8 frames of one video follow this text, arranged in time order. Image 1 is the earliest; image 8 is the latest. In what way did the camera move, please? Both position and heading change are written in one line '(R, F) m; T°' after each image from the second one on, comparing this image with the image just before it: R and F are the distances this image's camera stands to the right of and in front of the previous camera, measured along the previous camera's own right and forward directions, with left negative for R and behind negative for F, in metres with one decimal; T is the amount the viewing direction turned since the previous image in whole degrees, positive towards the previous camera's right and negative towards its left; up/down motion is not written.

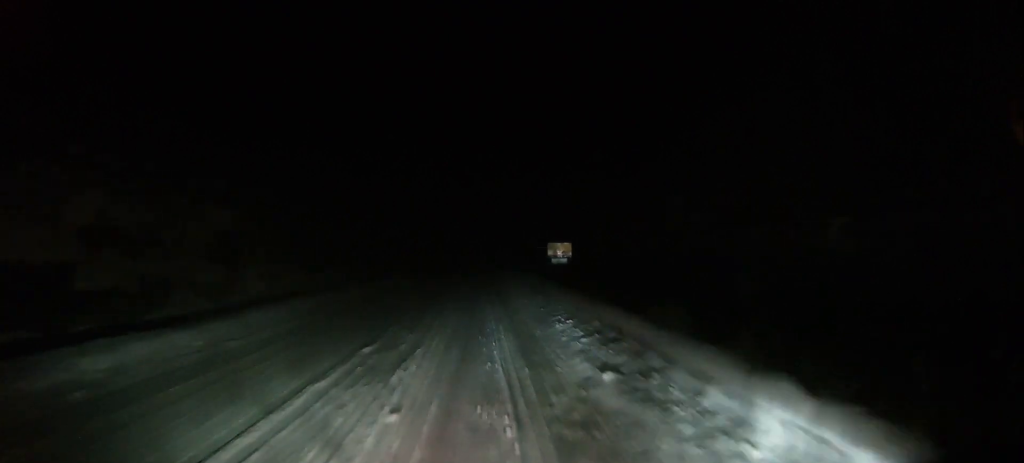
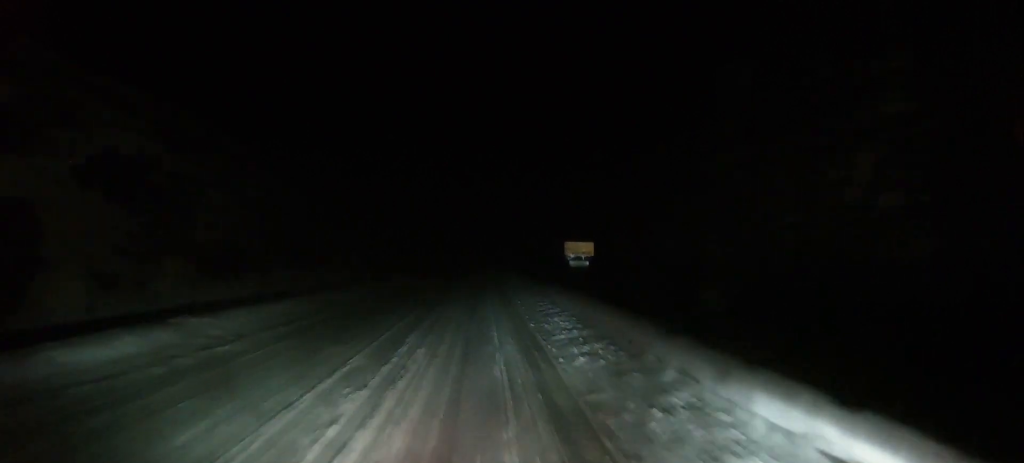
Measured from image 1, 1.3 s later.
(-0.4, +18.1) m; 0°
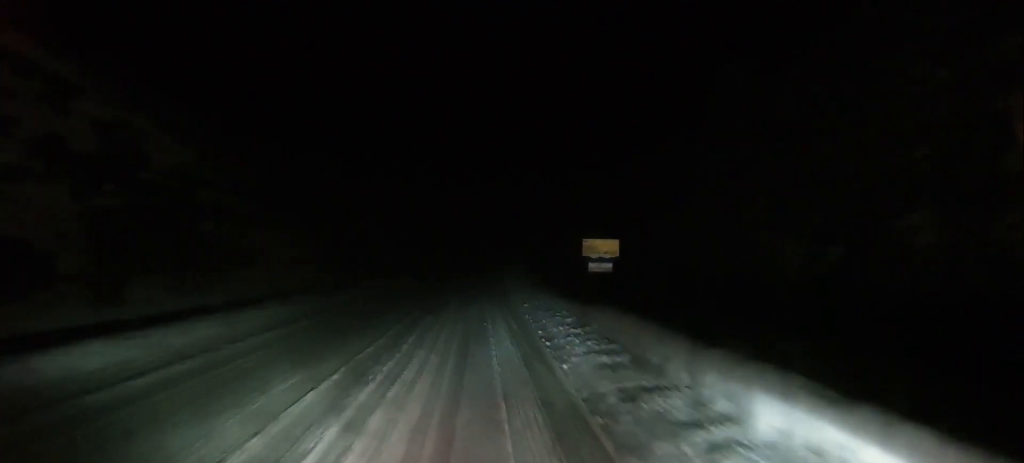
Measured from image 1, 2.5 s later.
(+0.3, +17.1) m; 0°
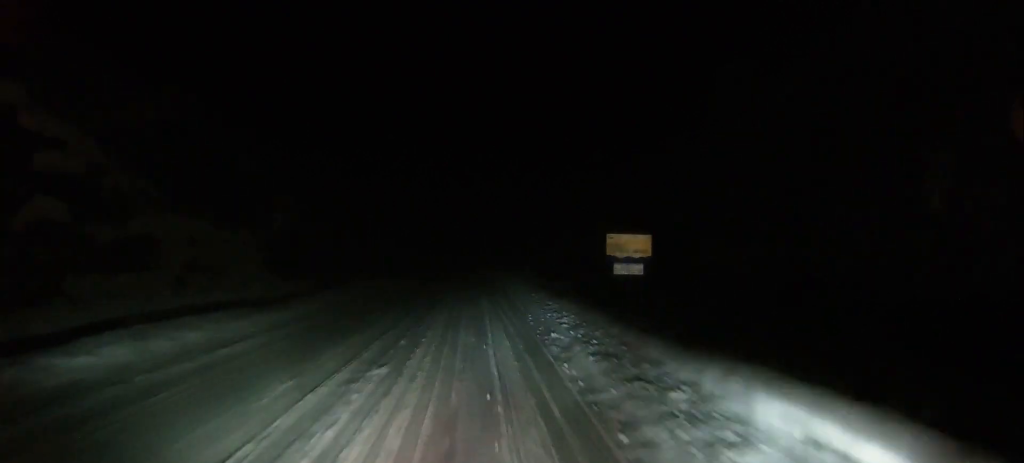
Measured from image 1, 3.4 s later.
(-0.2, +12.8) m; 0°
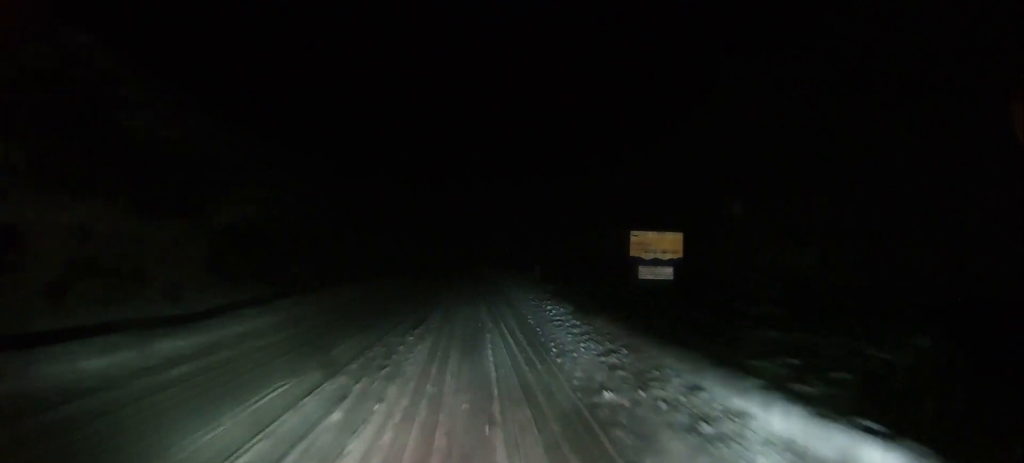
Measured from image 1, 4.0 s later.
(+0.2, +8.6) m; 0°
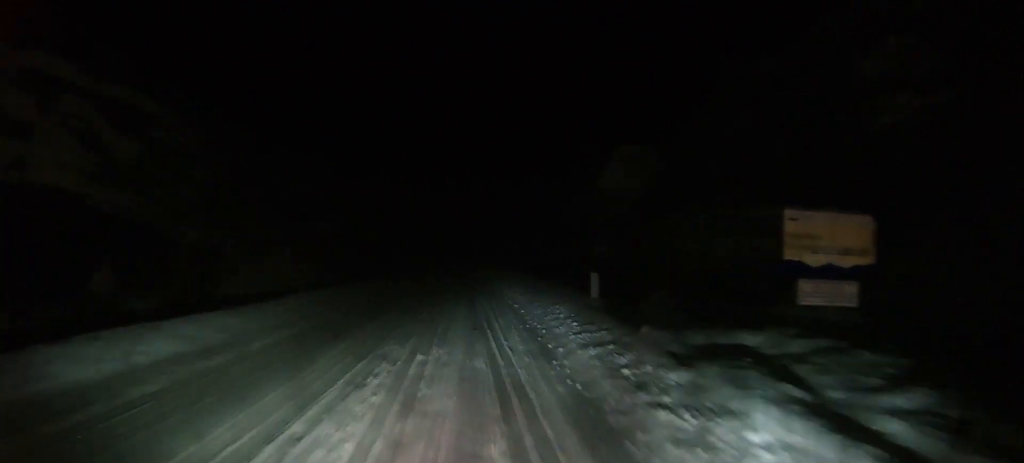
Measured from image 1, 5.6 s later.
(0.0, +23.4) m; 0°
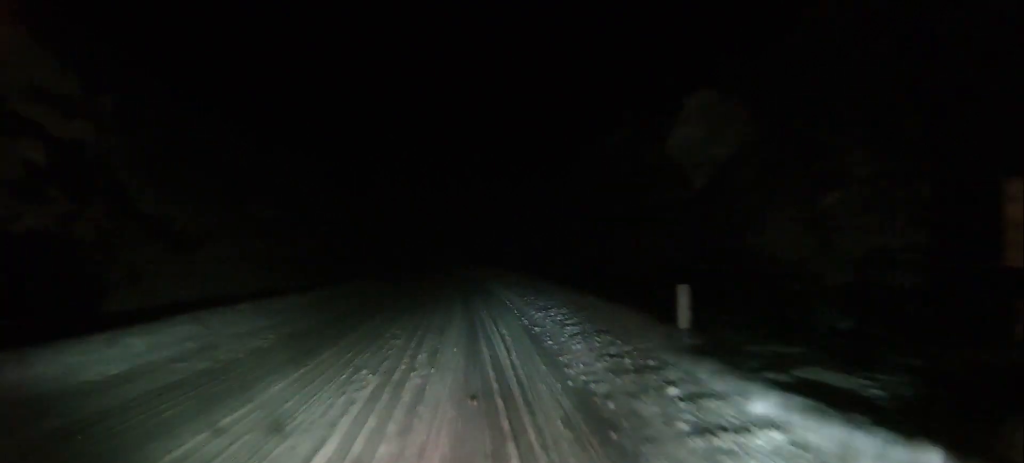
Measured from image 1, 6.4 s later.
(+0.1, +10.8) m; -1°
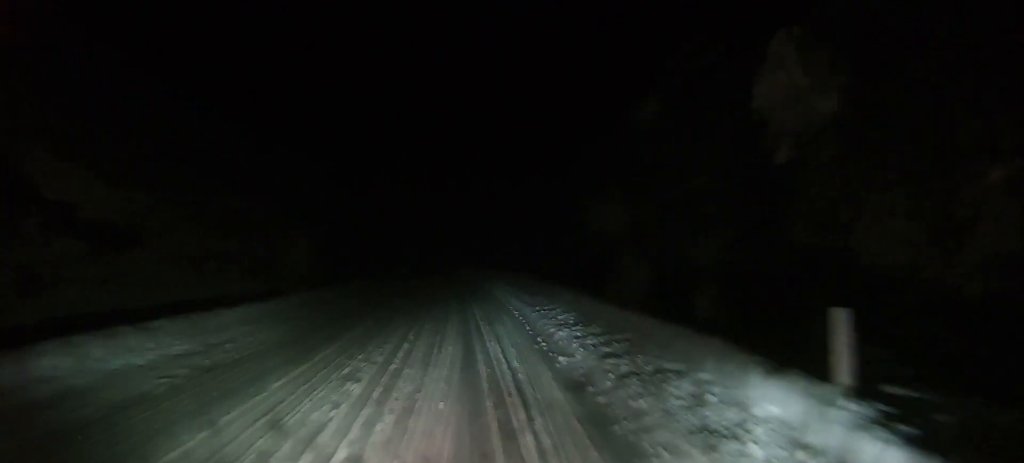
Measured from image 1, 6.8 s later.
(-0.3, +6.6) m; -1°
